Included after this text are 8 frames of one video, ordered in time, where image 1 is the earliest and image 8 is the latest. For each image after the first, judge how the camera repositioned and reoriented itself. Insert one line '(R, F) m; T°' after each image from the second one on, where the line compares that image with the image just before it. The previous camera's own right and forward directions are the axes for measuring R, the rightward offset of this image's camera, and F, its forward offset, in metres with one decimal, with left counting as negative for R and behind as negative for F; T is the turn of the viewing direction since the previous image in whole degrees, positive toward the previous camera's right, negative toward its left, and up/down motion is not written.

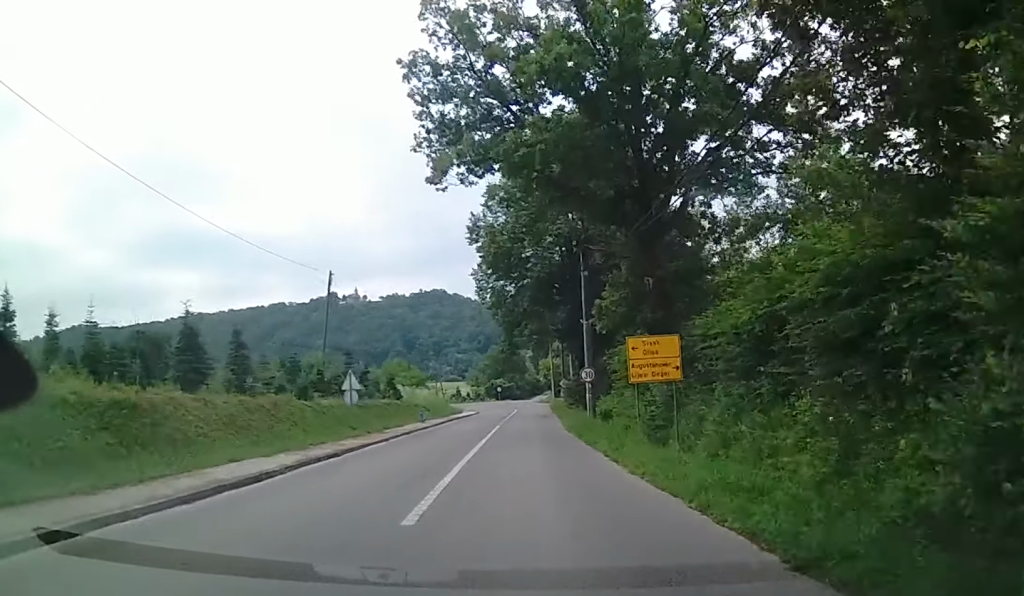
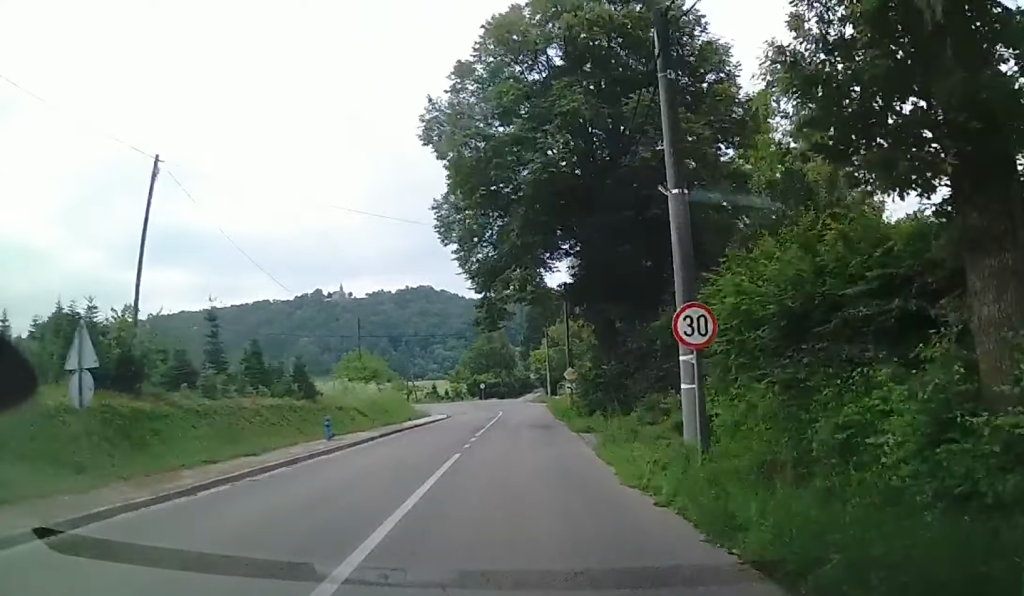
(+0.7, +16.6) m; +2°
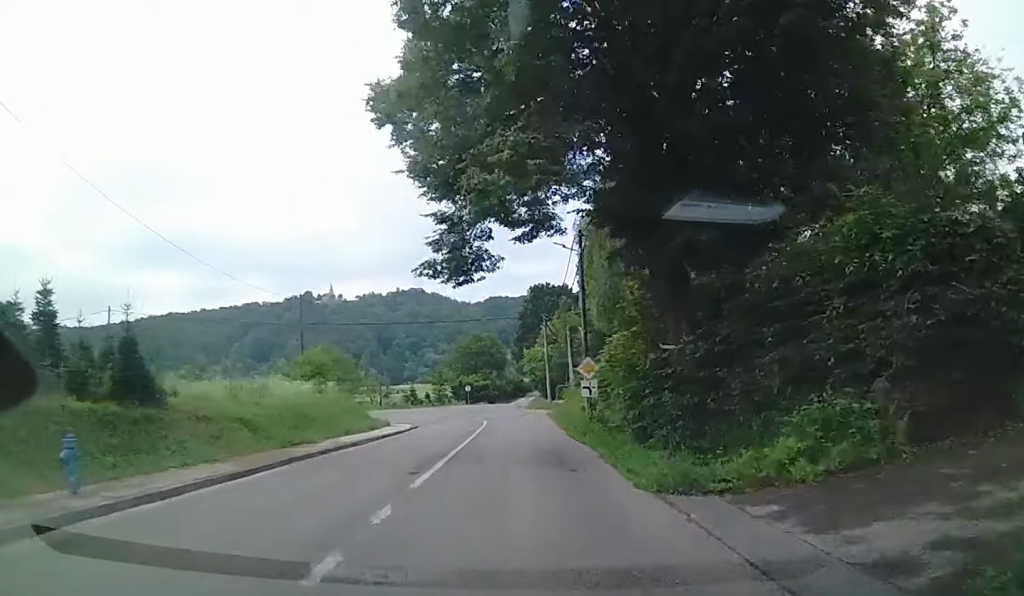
(-0.3, +12.2) m; -1°
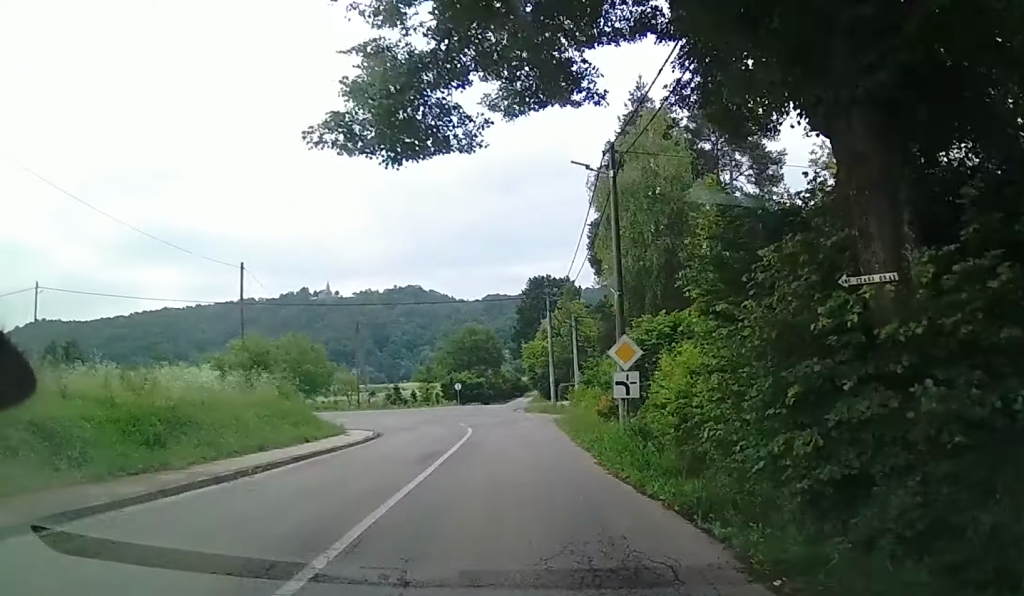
(0.0, +8.3) m; -1°
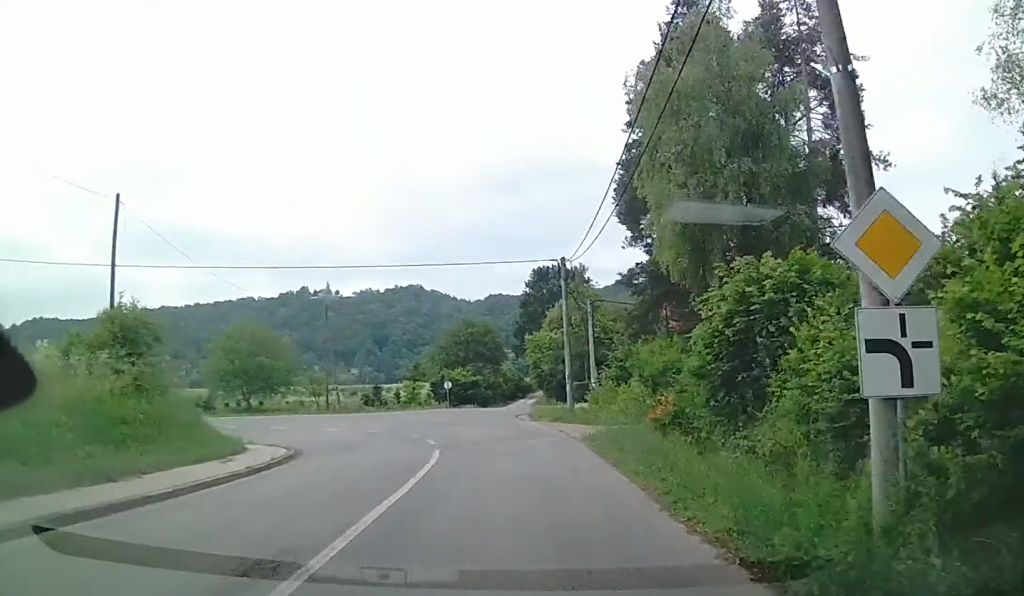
(-0.2, +10.6) m; -4°
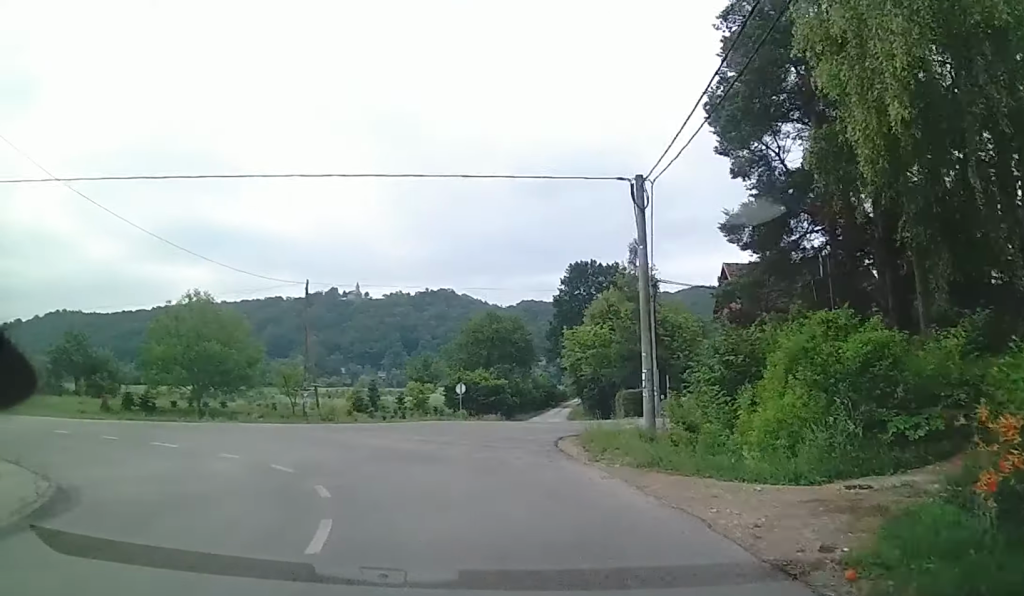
(-0.7, +11.2) m; -15°
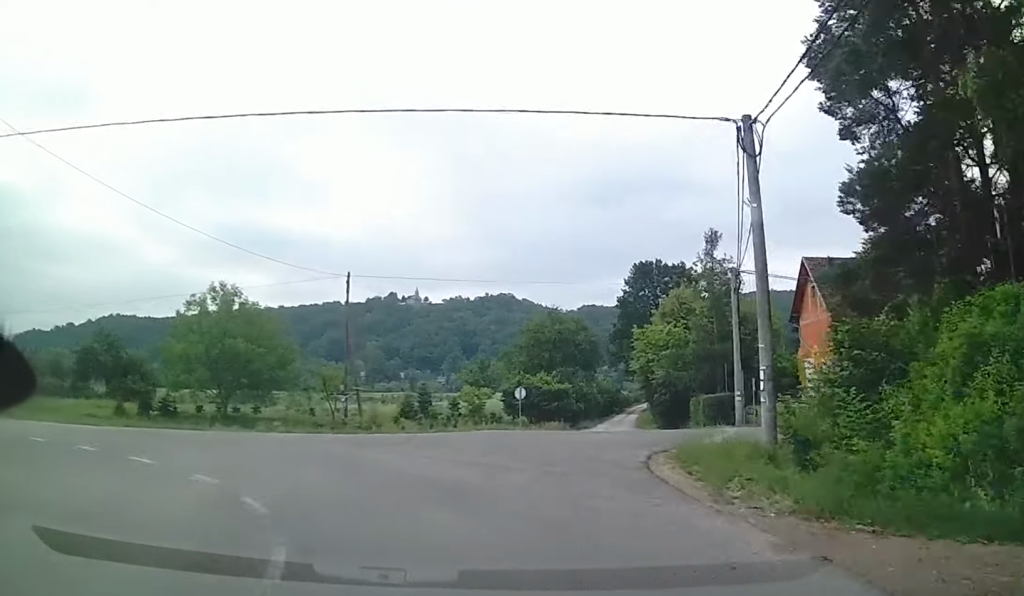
(+0.2, +3.9) m; -10°
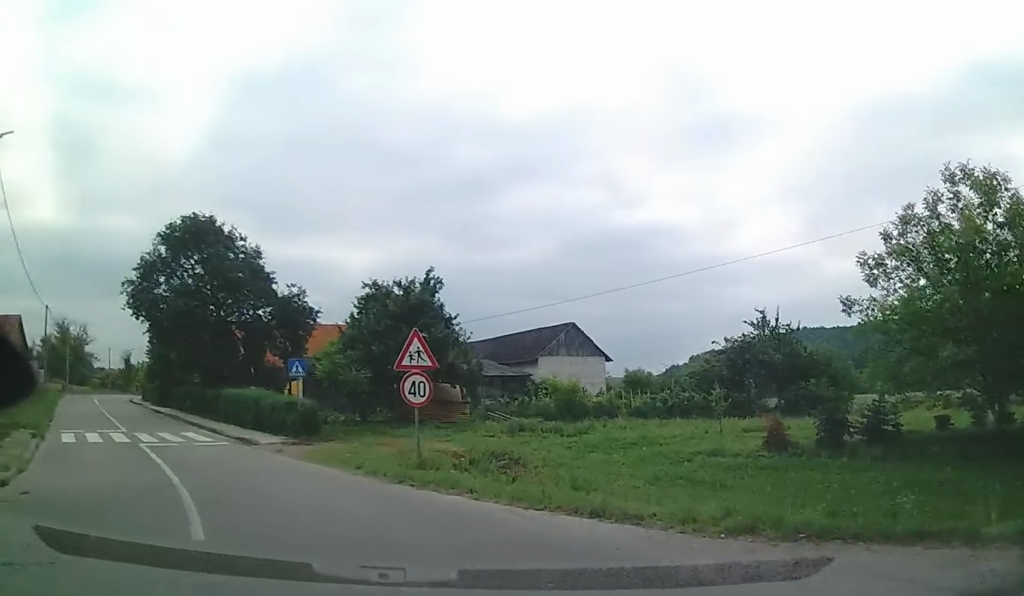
(-9.6, +13.8) m; -59°
